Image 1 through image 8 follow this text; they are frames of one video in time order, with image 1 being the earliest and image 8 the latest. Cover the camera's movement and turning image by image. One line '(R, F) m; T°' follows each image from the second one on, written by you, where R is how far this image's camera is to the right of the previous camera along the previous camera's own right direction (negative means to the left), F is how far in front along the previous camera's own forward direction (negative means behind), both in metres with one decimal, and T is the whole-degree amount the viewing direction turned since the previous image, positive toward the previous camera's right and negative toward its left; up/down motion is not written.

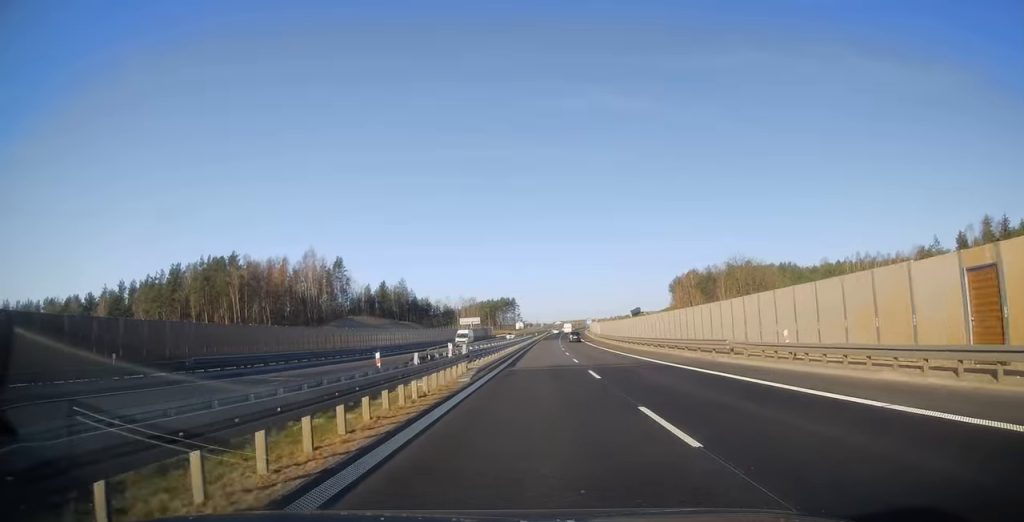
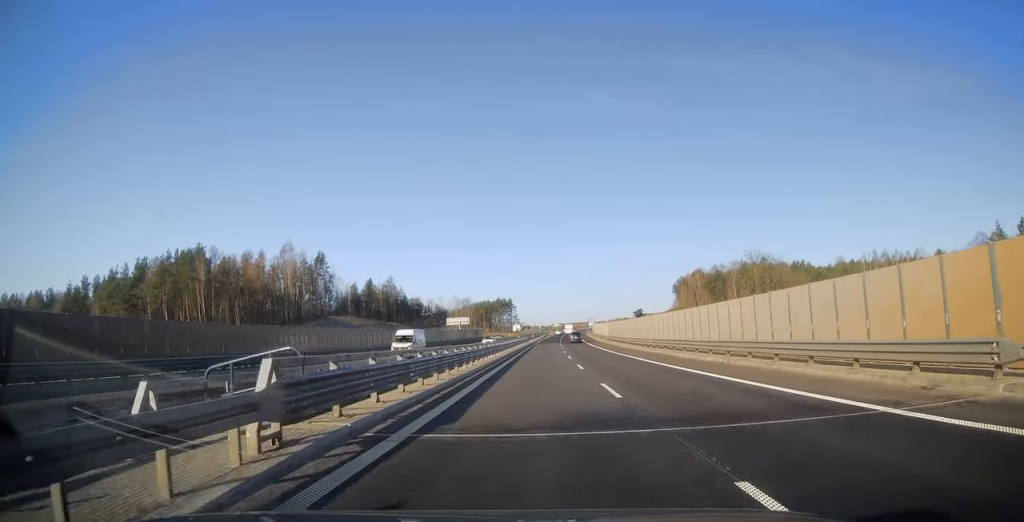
(+0.1, +17.7) m; 0°
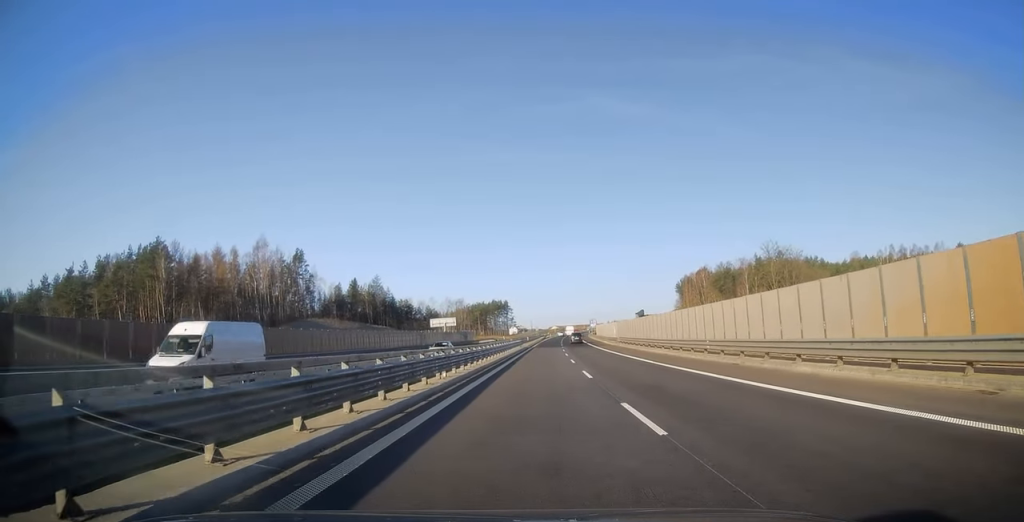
(0.0, +17.1) m; +1°
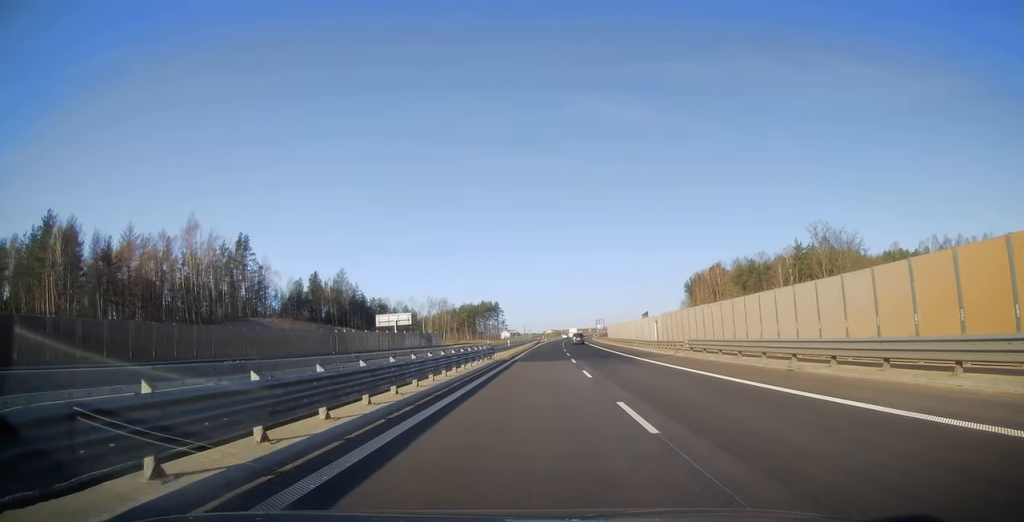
(+0.4, +35.7) m; +1°
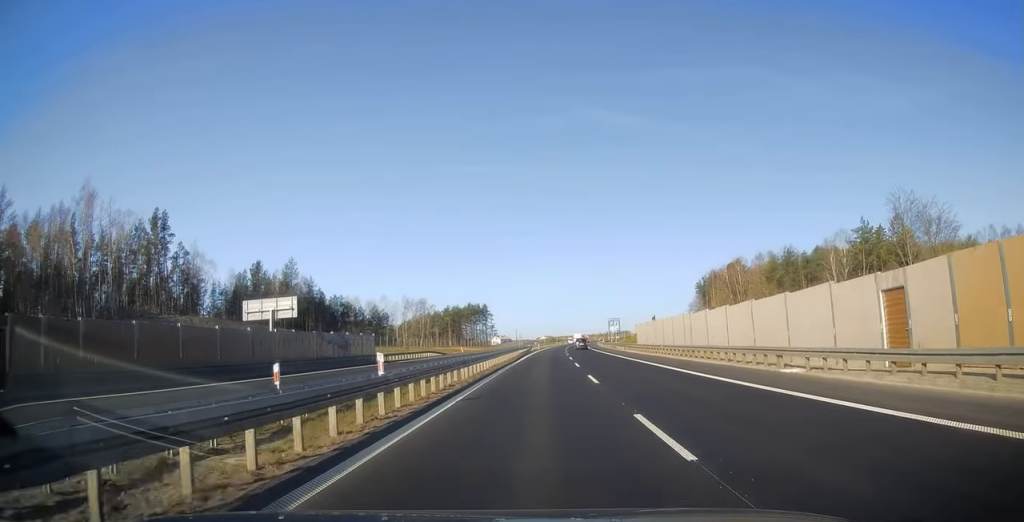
(+0.1, +37.6) m; 0°
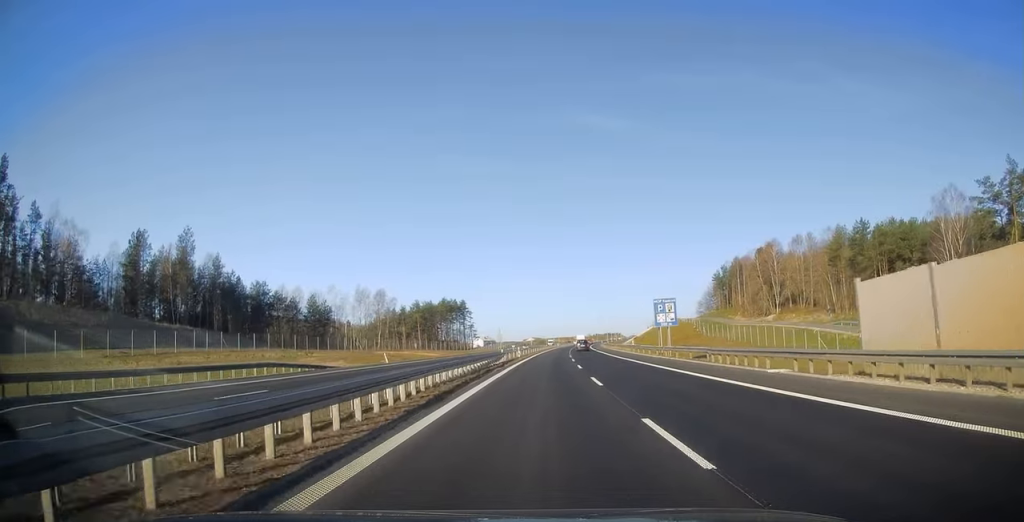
(+0.6, +48.2) m; +2°
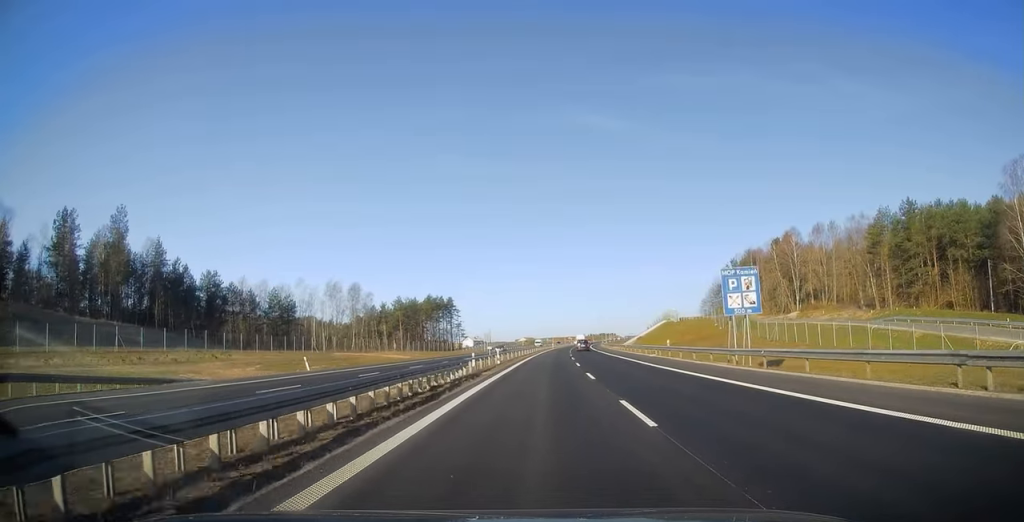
(+0.1, +20.8) m; 0°
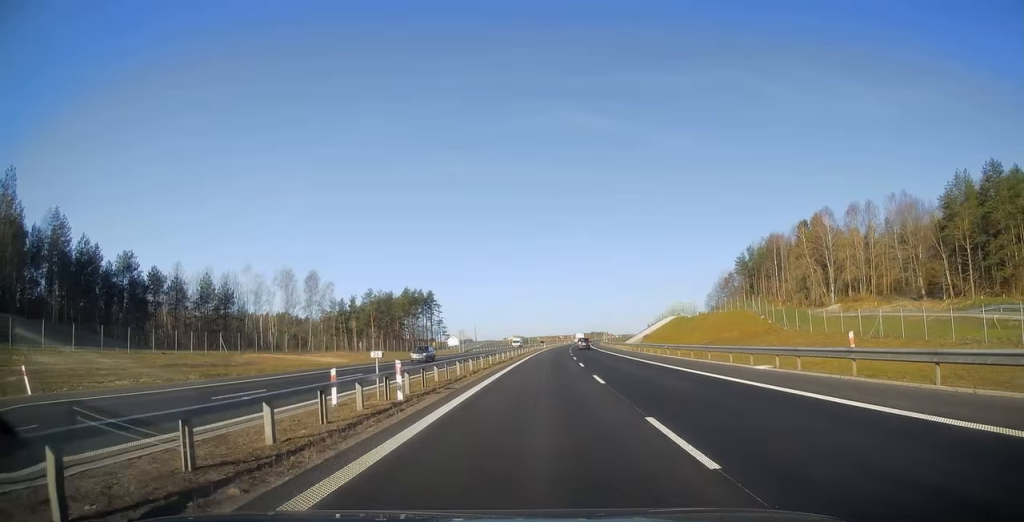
(0.0, +27.2) m; 0°
